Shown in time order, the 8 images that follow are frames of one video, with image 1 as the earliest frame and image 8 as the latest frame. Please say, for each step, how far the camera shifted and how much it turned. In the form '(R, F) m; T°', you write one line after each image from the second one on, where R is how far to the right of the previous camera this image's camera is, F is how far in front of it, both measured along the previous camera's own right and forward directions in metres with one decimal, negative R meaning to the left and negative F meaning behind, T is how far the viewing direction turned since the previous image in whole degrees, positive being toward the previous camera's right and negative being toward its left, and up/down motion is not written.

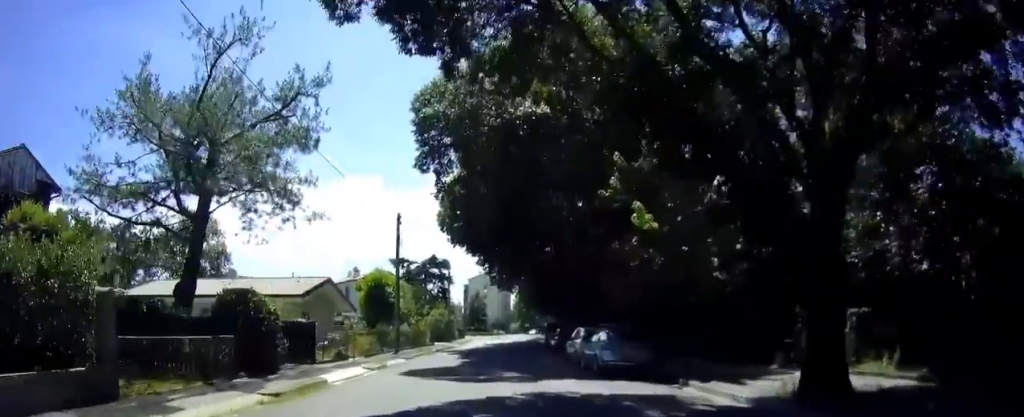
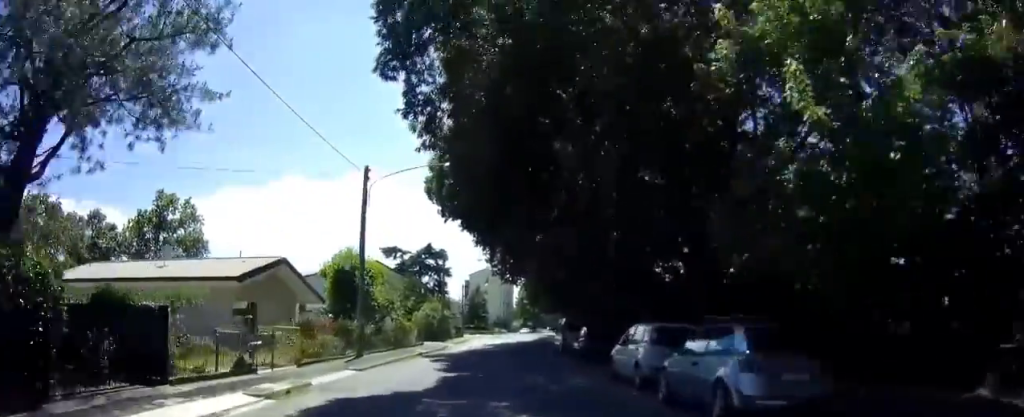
(0.0, +8.6) m; 0°
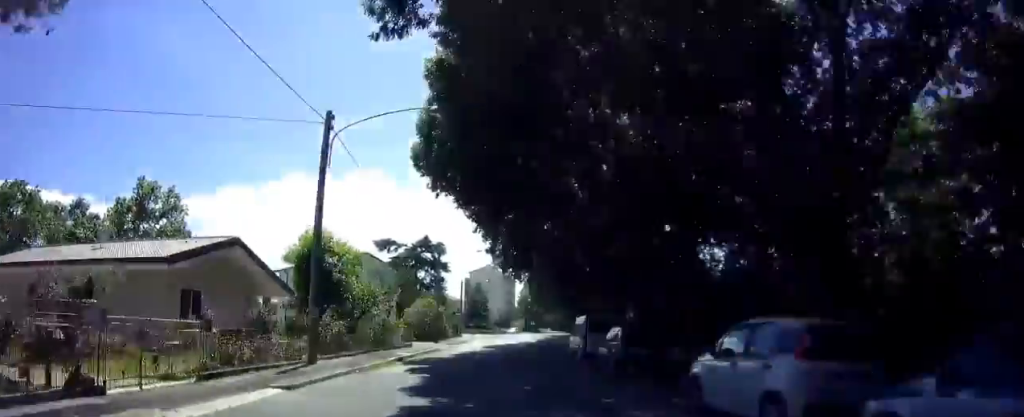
(0.0, +5.9) m; 0°
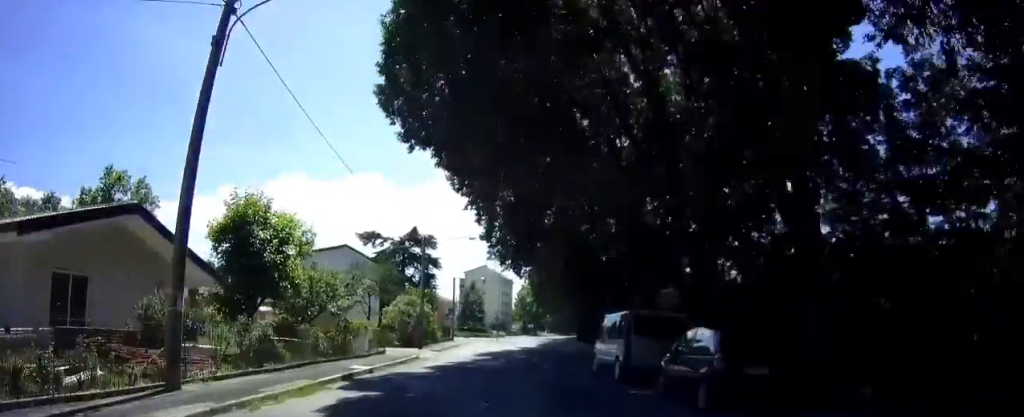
(0.0, +7.3) m; +1°
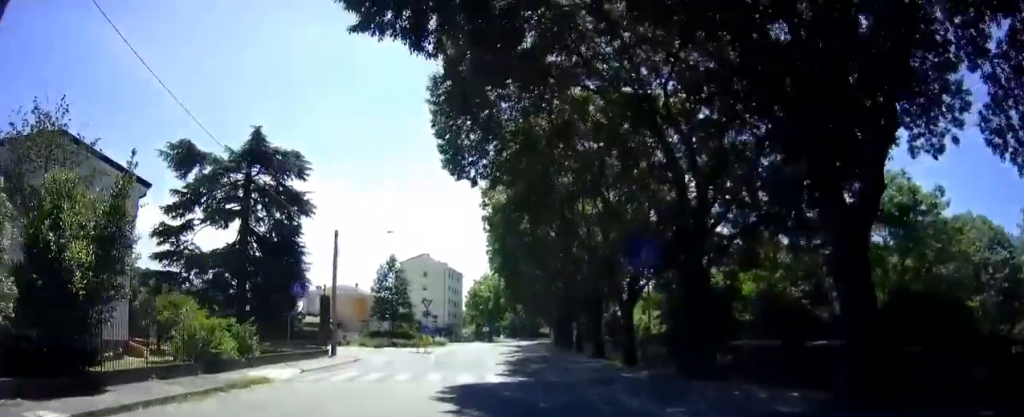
(+1.7, +33.8) m; +4°
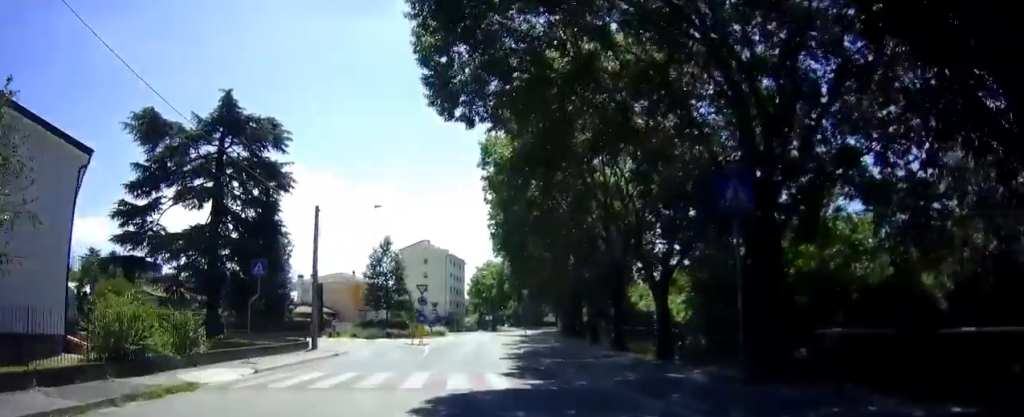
(0.0, +4.2) m; 0°
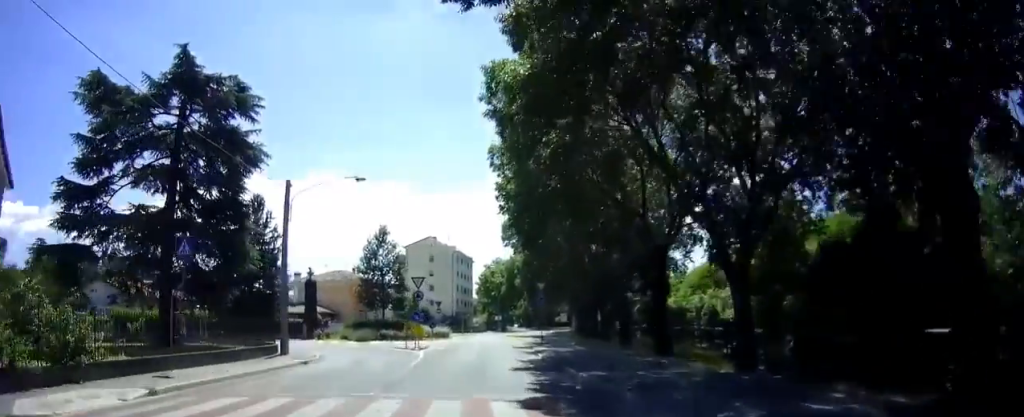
(0.0, +5.8) m; -1°
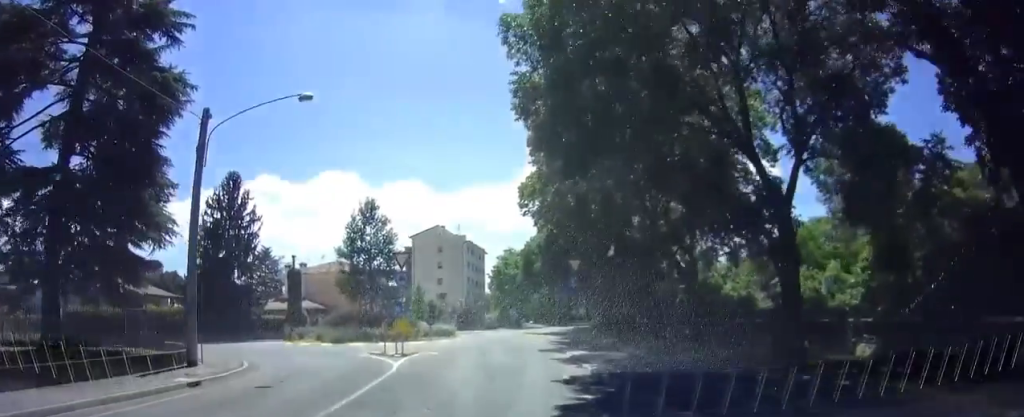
(-0.2, +8.8) m; -2°
